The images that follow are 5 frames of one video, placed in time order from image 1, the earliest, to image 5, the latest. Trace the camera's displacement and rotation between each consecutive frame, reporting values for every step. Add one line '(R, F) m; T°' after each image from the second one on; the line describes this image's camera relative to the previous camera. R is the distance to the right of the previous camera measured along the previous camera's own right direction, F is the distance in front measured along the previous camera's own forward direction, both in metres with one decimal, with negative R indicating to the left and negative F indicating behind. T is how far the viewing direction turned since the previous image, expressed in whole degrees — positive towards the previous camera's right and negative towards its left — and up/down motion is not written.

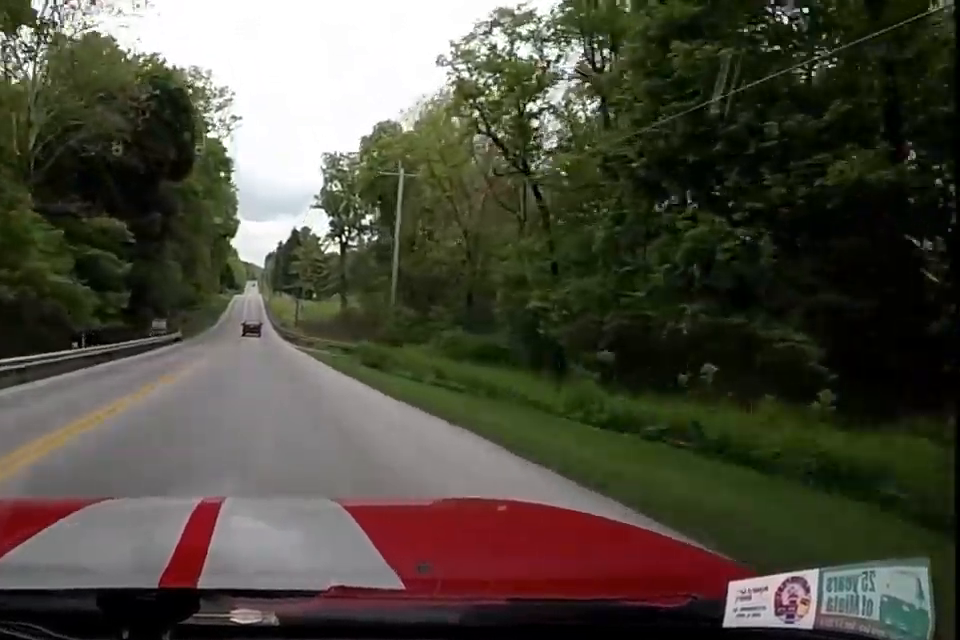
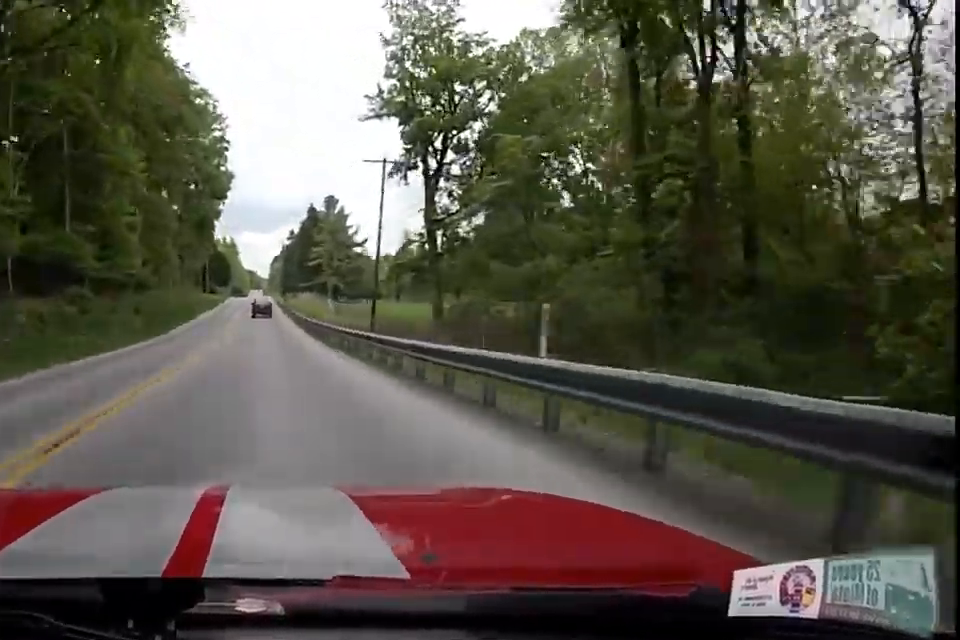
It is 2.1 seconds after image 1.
(+0.4, +61.9) m; 0°
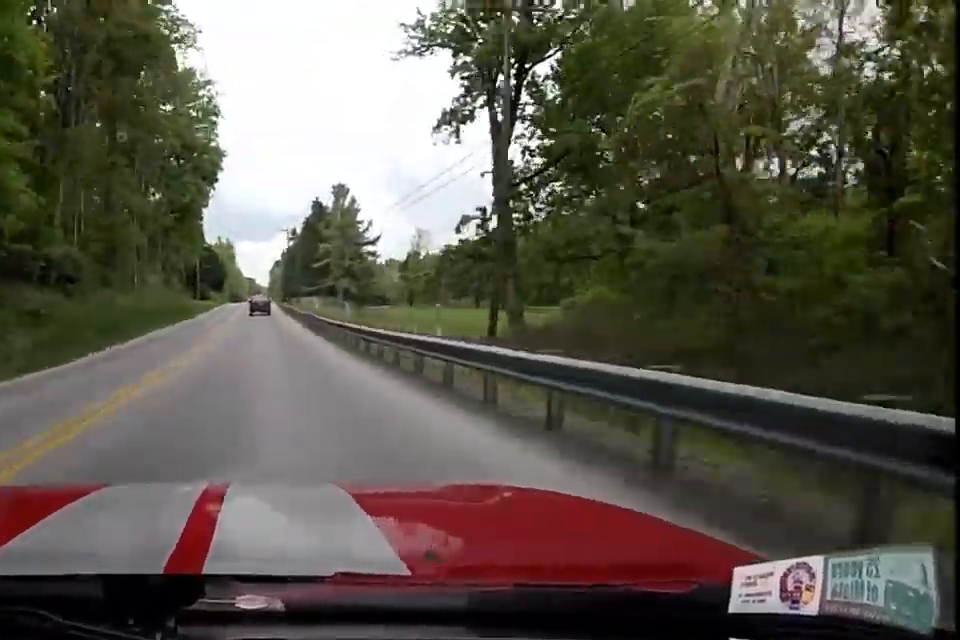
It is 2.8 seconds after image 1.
(-0.3, +19.0) m; 0°
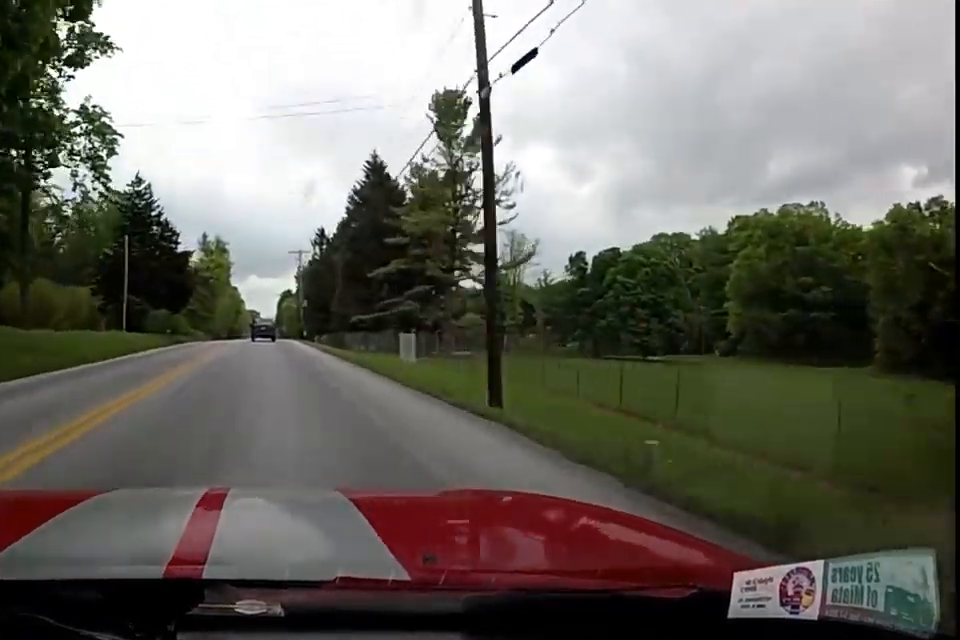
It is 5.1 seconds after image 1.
(+0.1, +65.3) m; -2°
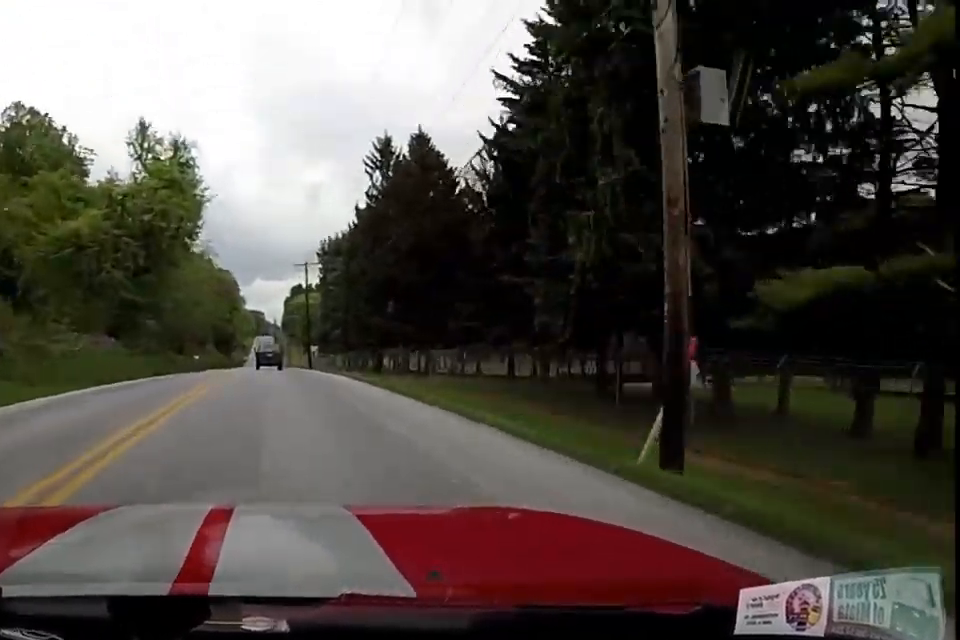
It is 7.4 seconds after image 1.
(-0.8, +61.0) m; 0°
